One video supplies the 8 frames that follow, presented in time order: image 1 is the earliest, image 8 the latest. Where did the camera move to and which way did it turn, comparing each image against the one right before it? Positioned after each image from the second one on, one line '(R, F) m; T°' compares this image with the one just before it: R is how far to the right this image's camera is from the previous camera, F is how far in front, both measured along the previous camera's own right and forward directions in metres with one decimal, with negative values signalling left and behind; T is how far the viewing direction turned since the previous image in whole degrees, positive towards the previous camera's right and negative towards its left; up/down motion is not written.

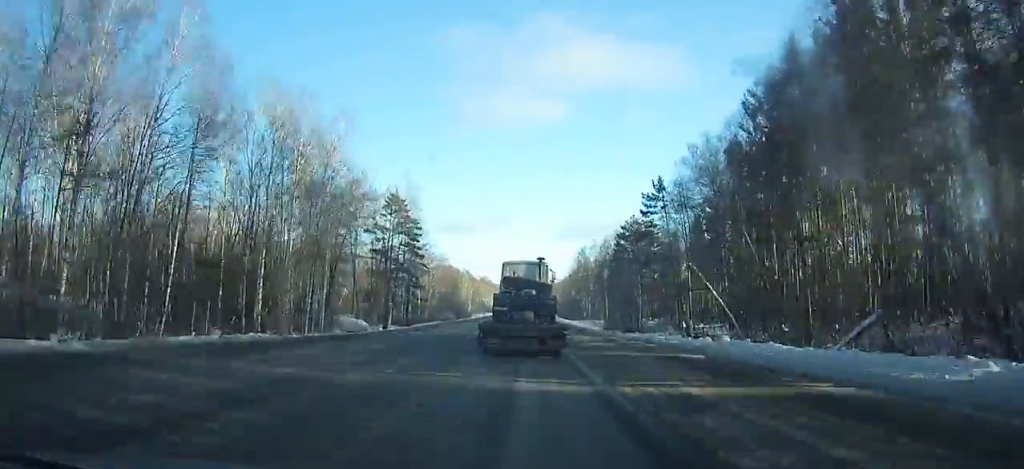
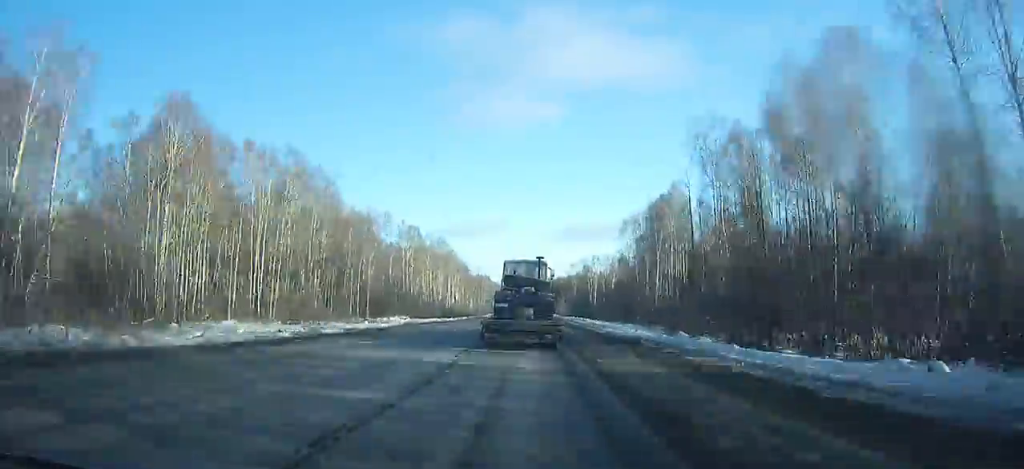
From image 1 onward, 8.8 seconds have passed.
(0.0, +170.7) m; 0°
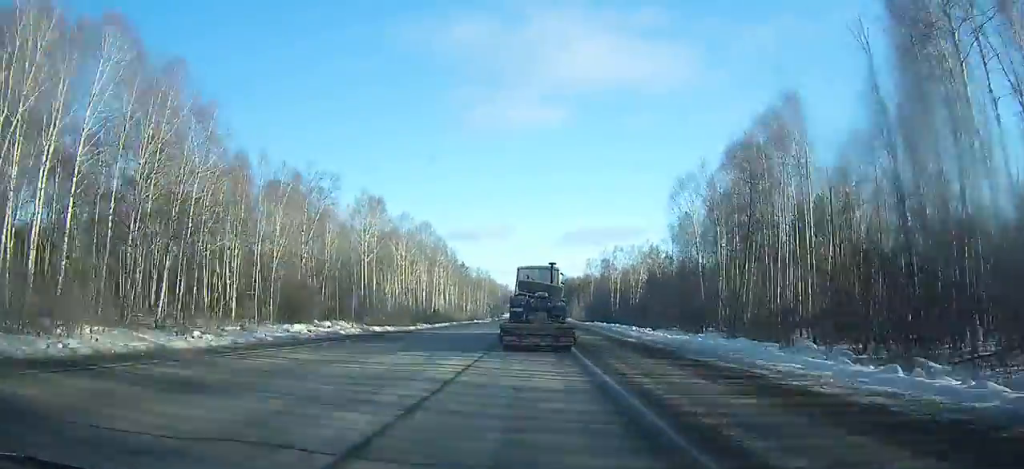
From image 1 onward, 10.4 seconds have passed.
(-0.1, +31.5) m; 0°
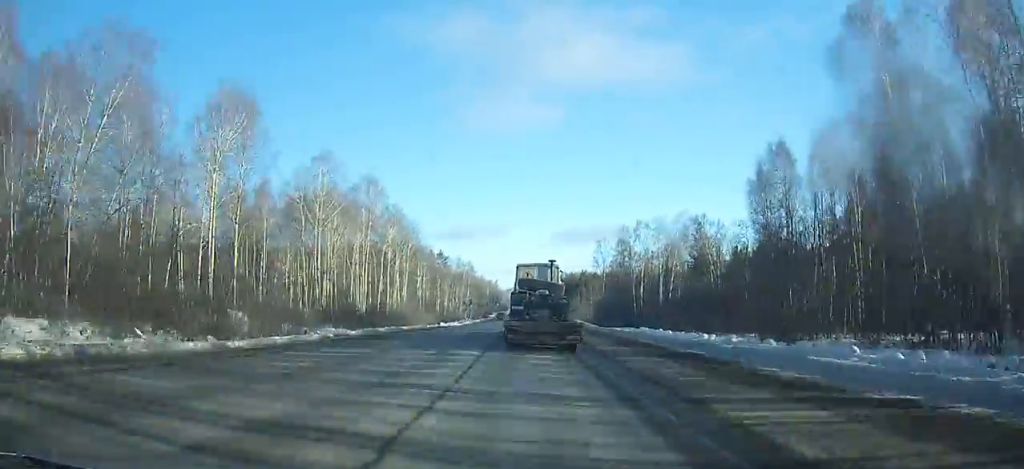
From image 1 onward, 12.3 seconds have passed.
(-0.2, +37.7) m; 0°
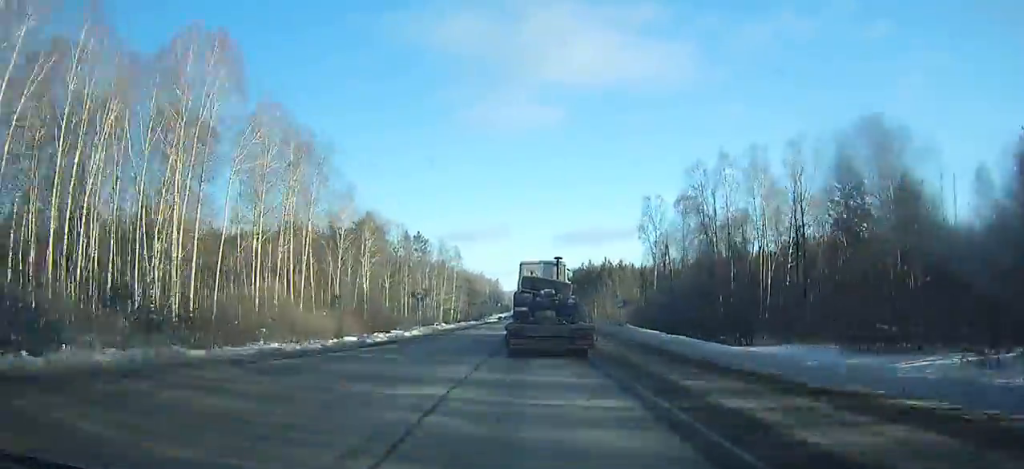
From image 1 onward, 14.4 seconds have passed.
(+0.1, +43.1) m; 0°
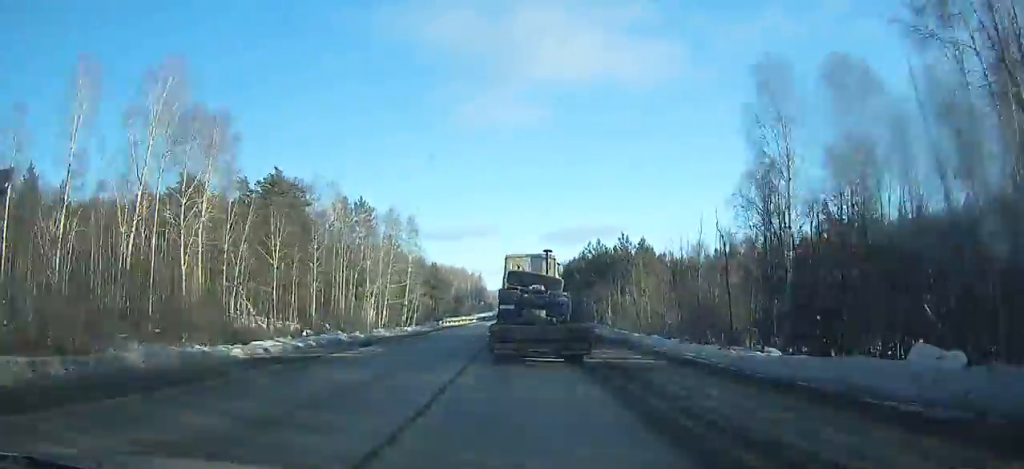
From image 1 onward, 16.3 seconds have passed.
(+0.1, +39.7) m; 0°
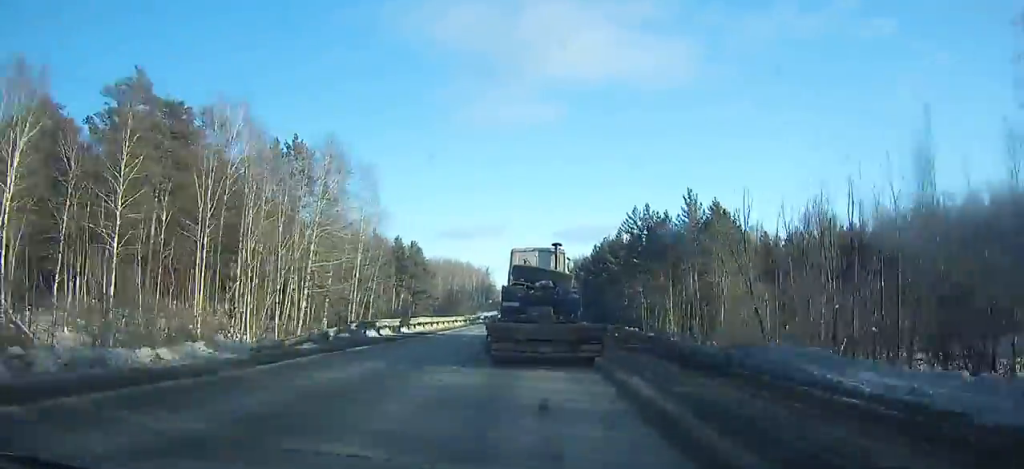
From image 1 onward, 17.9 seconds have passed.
(+0.2, +34.1) m; 0°
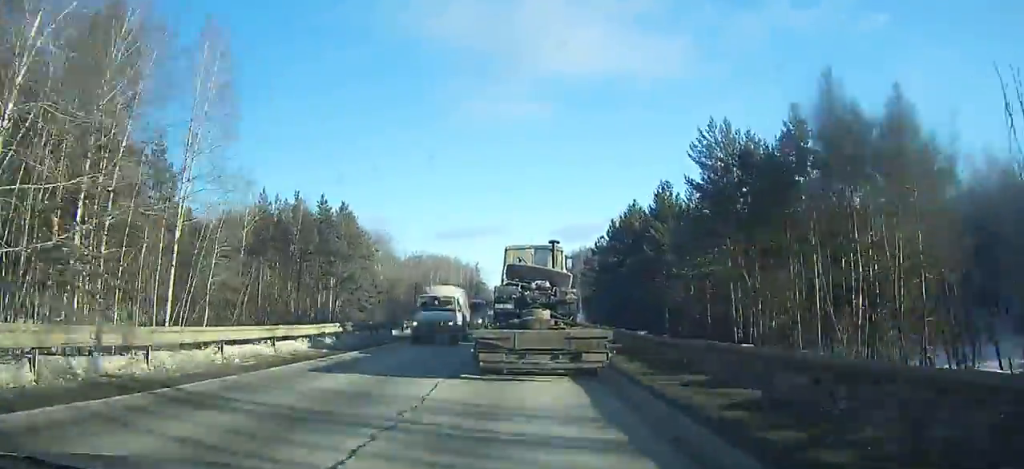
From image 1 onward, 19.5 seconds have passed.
(-0.1, +35.3) m; -1°
